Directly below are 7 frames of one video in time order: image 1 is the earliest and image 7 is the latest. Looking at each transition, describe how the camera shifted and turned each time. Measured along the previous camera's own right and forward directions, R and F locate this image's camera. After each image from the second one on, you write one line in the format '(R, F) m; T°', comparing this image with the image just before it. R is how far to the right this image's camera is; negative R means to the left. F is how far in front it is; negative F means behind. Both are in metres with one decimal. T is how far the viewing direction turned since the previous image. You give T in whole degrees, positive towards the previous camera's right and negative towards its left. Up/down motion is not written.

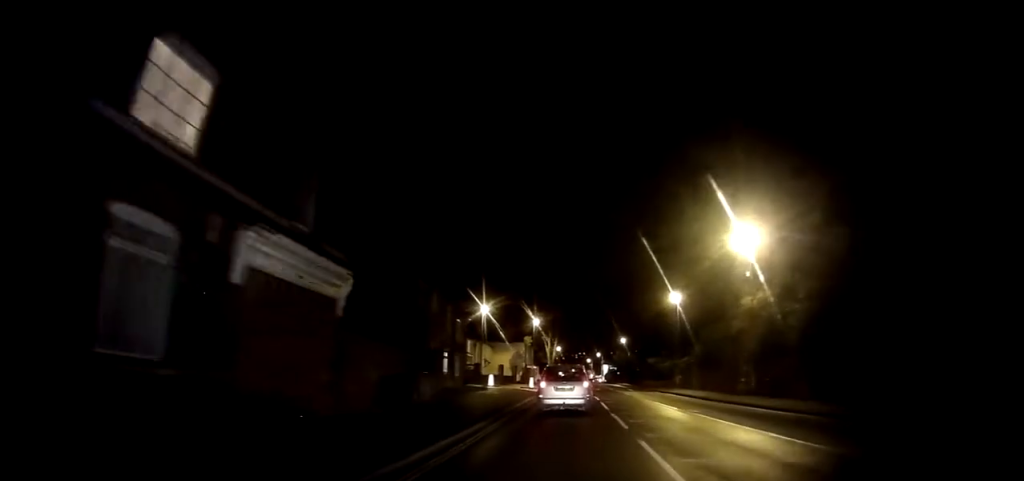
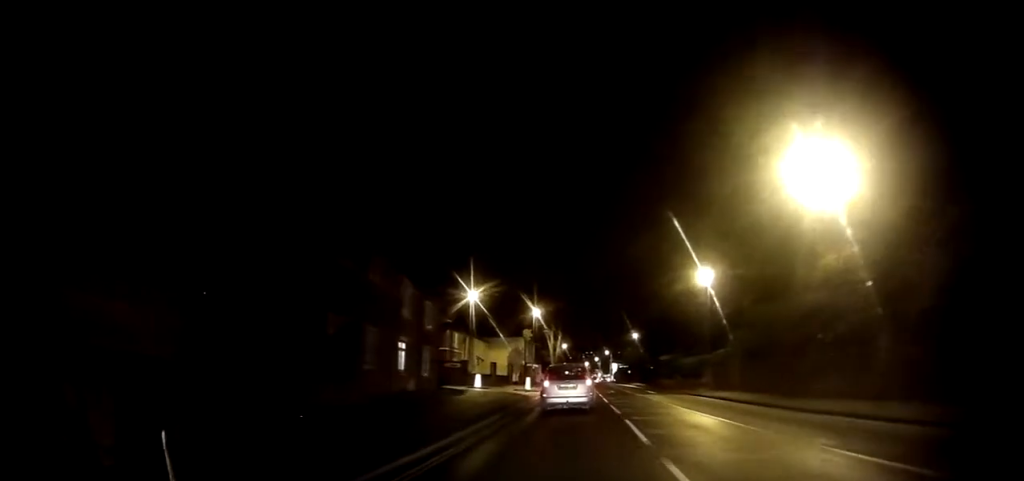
(0.0, +9.4) m; 0°
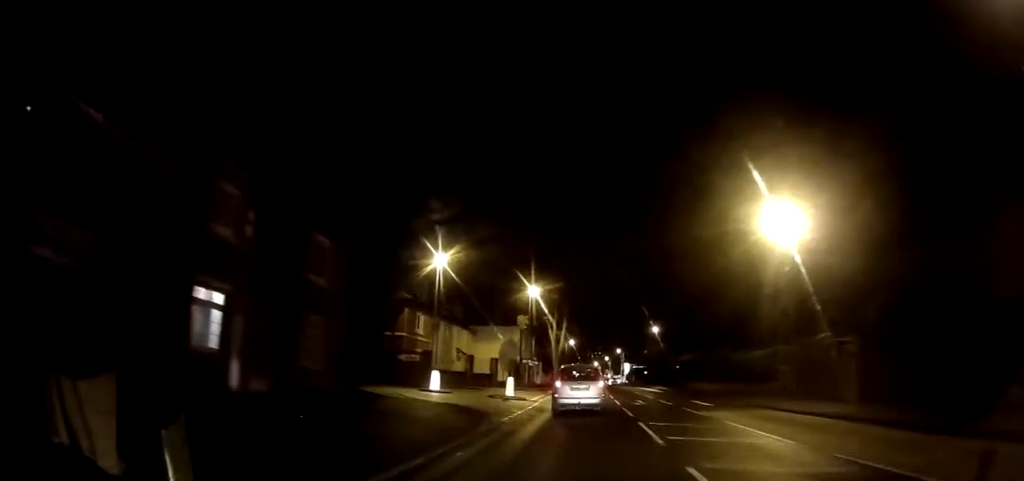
(0.0, +14.4) m; 0°
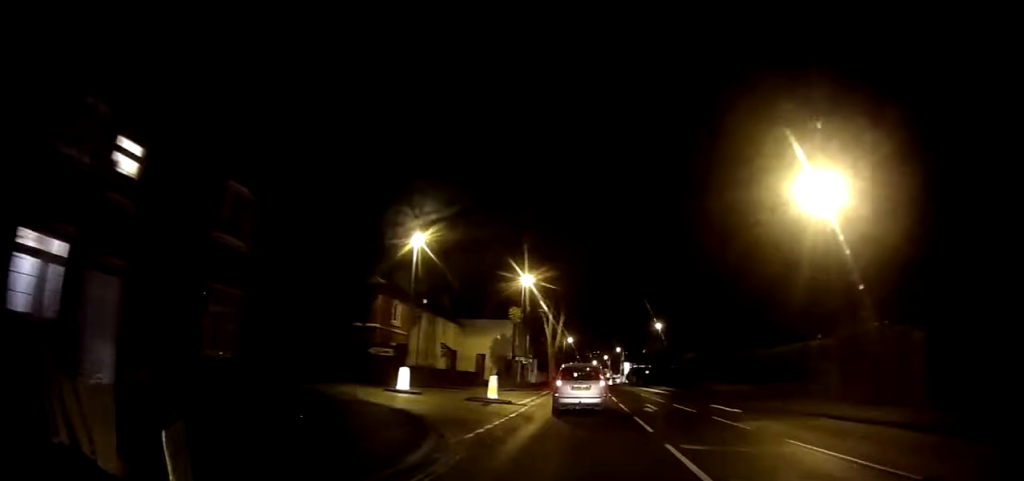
(0.0, +4.5) m; 0°
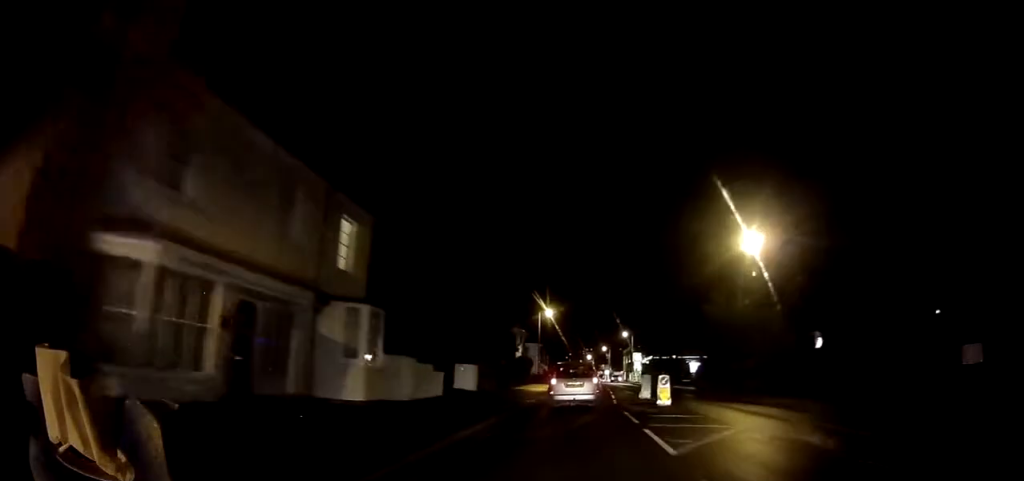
(0.0, +42.9) m; +1°
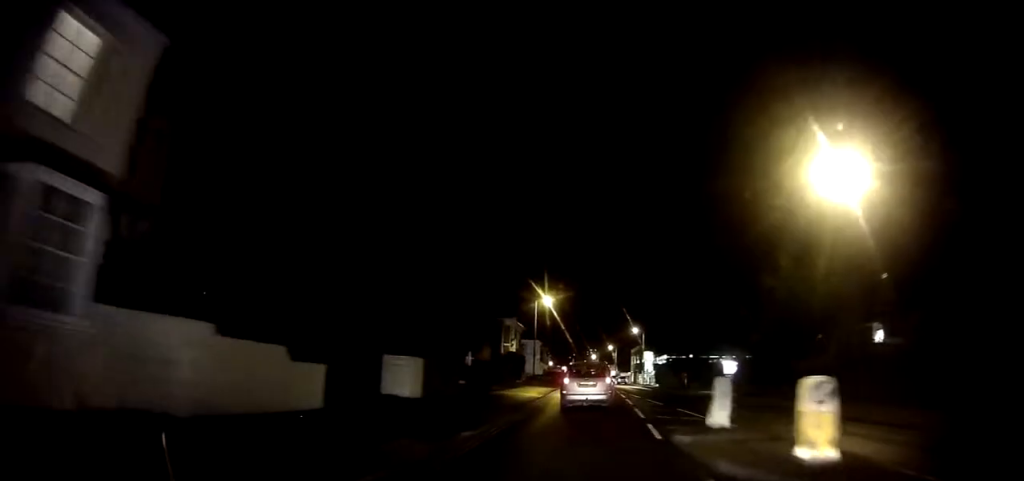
(0.0, +10.6) m; 0°
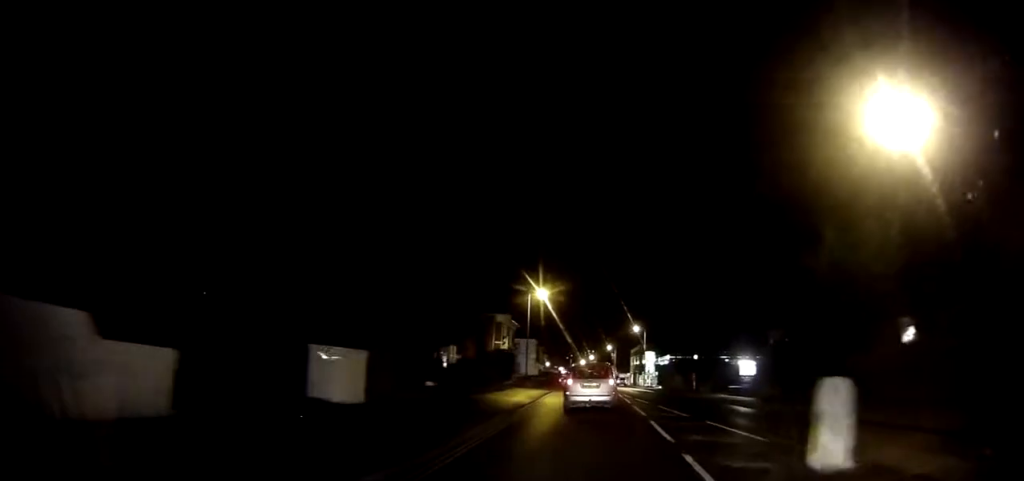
(0.0, +4.6) m; 0°
